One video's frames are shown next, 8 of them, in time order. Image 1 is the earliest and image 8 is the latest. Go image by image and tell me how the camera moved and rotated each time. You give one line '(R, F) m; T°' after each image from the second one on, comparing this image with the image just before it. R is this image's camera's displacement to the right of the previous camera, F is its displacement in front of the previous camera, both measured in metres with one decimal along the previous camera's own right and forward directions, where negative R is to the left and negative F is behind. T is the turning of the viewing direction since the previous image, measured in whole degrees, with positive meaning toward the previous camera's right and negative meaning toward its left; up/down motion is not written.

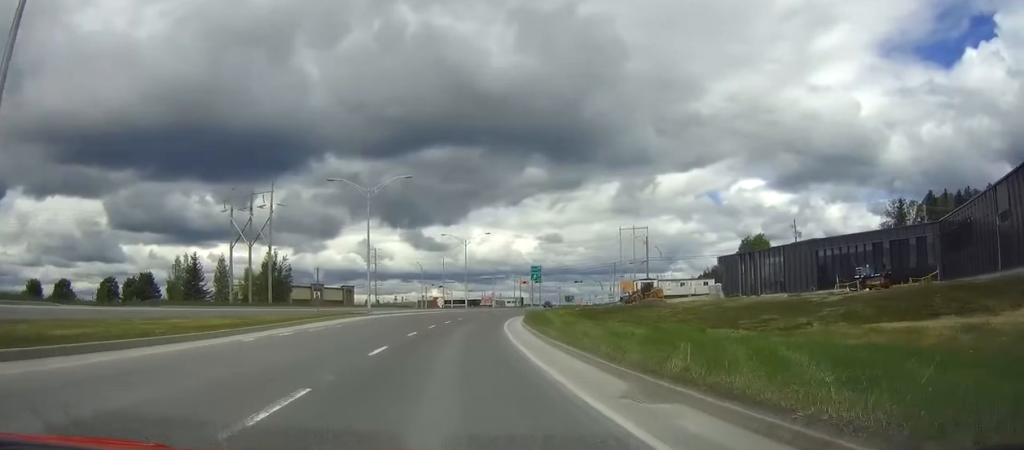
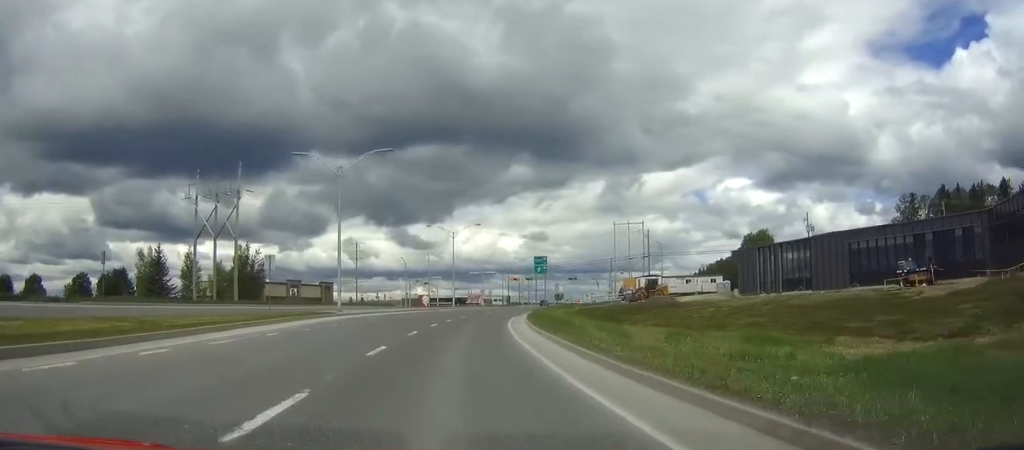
(0.0, +9.7) m; +2°
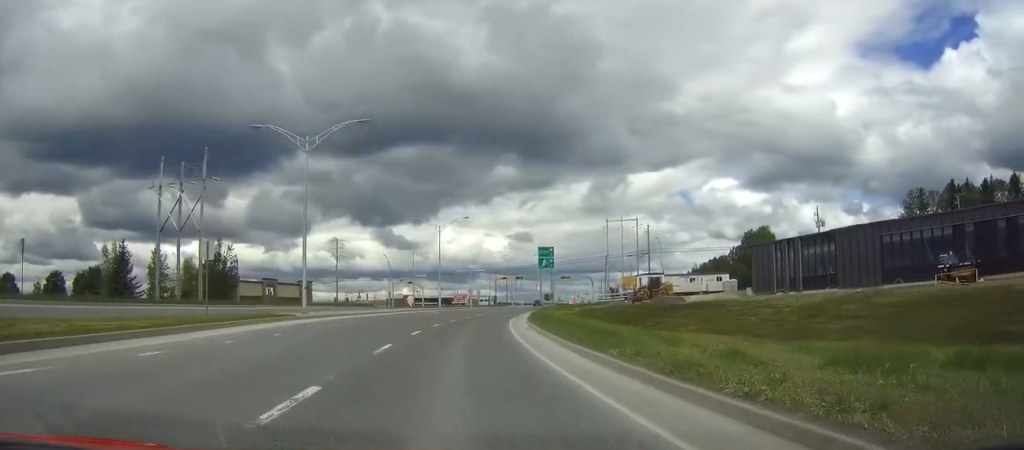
(+0.2, +8.1) m; +1°
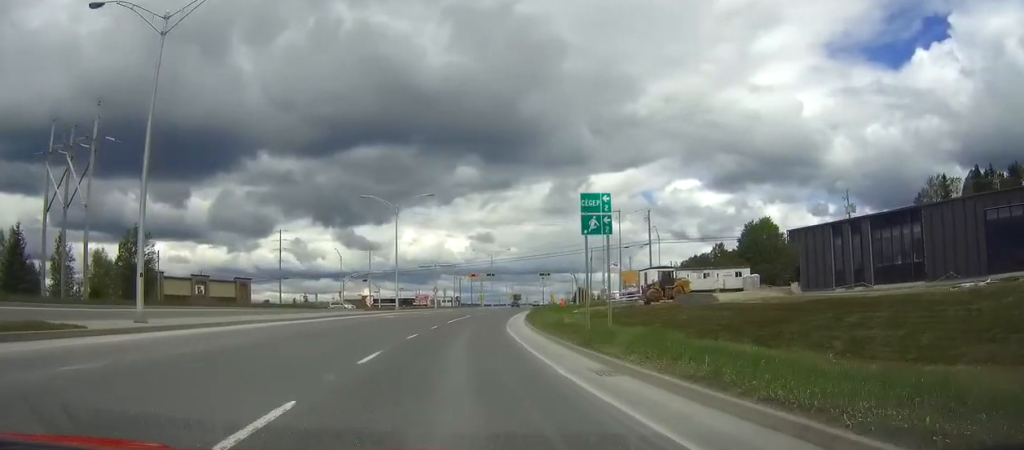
(+0.4, +19.4) m; +3°
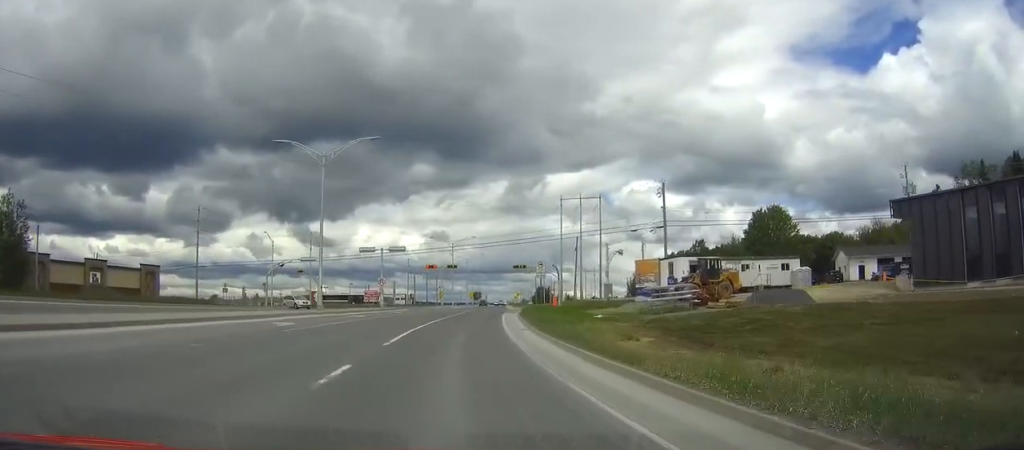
(+0.7, +22.7) m; +4°
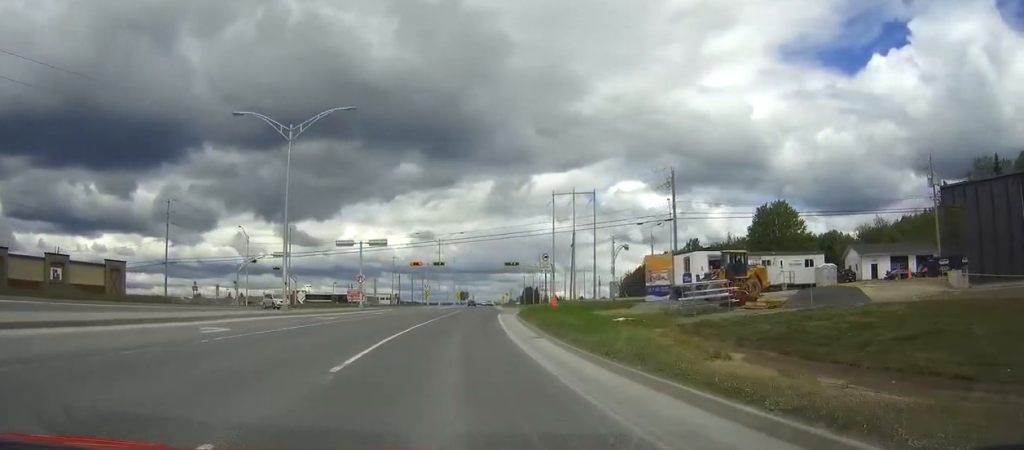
(+0.1, +7.1) m; +1°
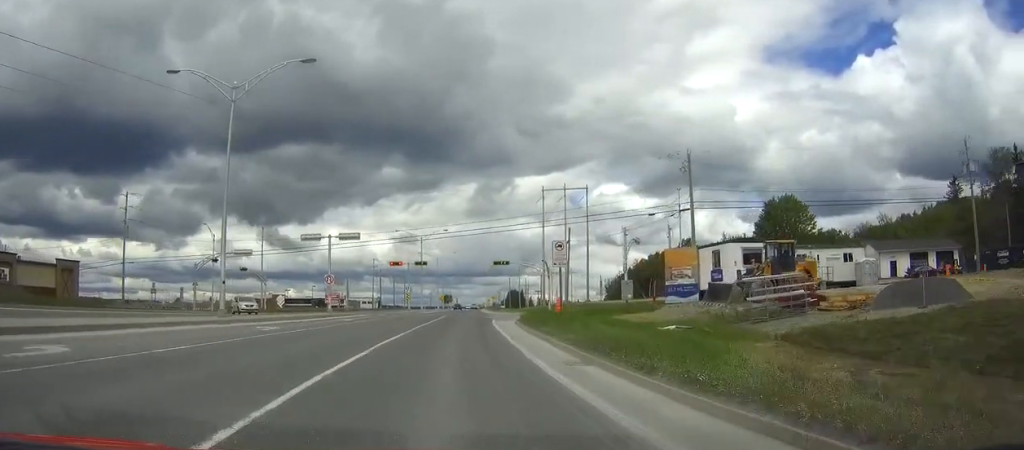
(0.0, +8.8) m; +1°
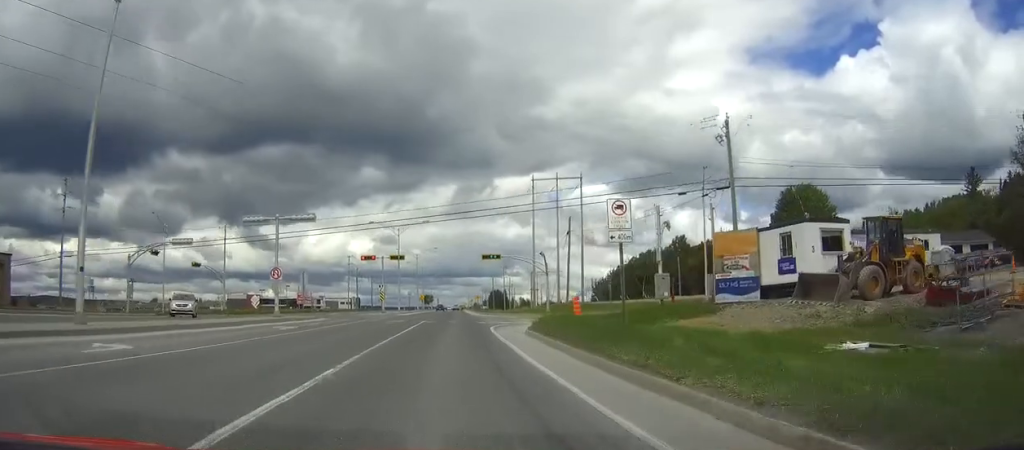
(+0.2, +11.6) m; +1°
